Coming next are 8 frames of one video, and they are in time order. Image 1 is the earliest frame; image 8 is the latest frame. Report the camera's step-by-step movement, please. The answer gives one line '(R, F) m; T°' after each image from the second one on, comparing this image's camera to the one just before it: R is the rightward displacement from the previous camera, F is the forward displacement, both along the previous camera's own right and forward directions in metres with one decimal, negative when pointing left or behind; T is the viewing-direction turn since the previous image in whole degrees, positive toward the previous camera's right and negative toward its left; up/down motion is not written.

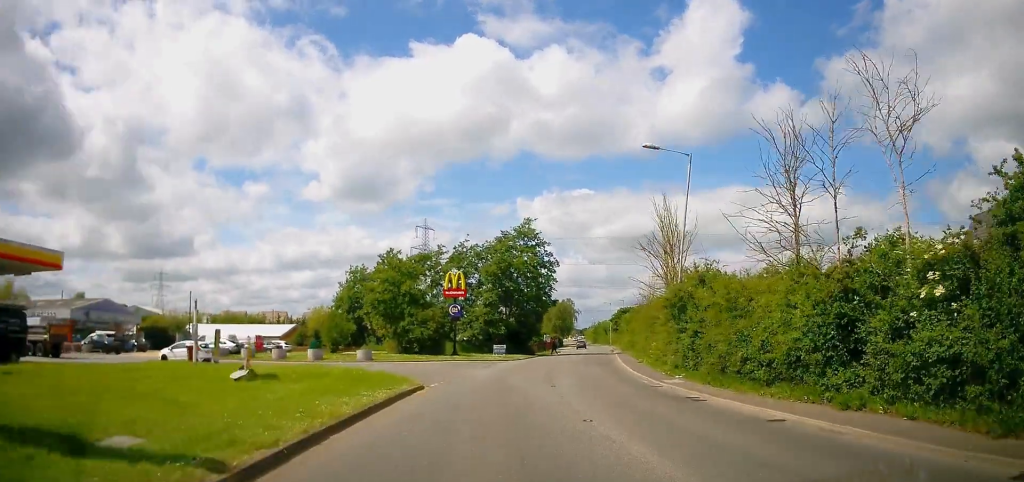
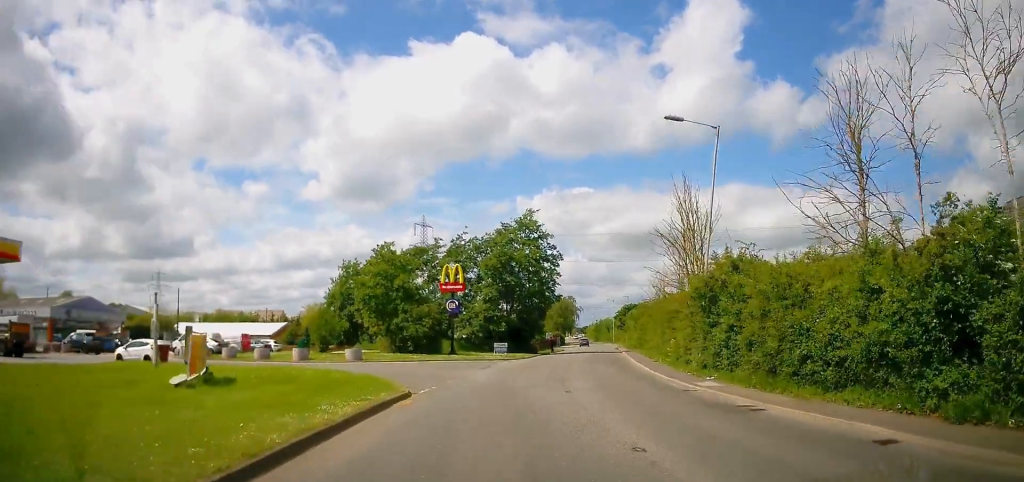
(0.0, +3.4) m; 0°
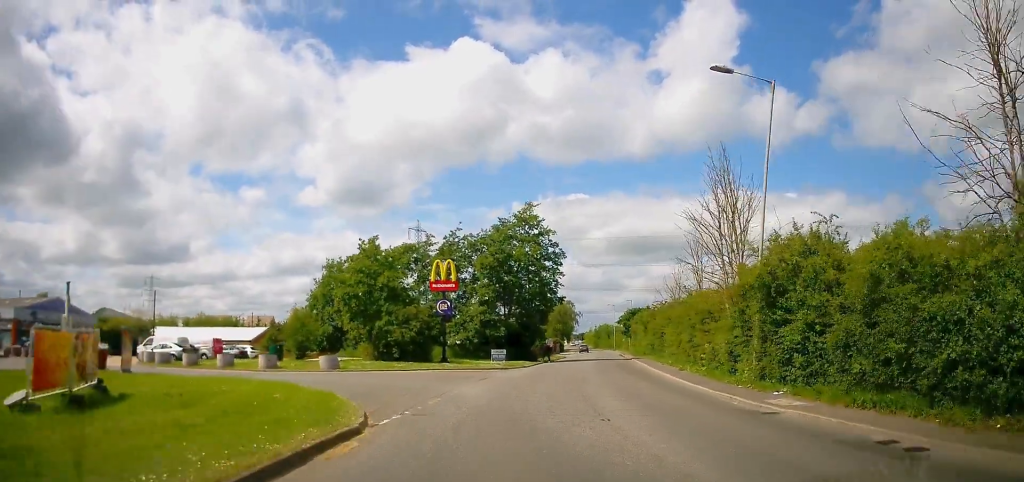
(+0.2, +5.1) m; 0°
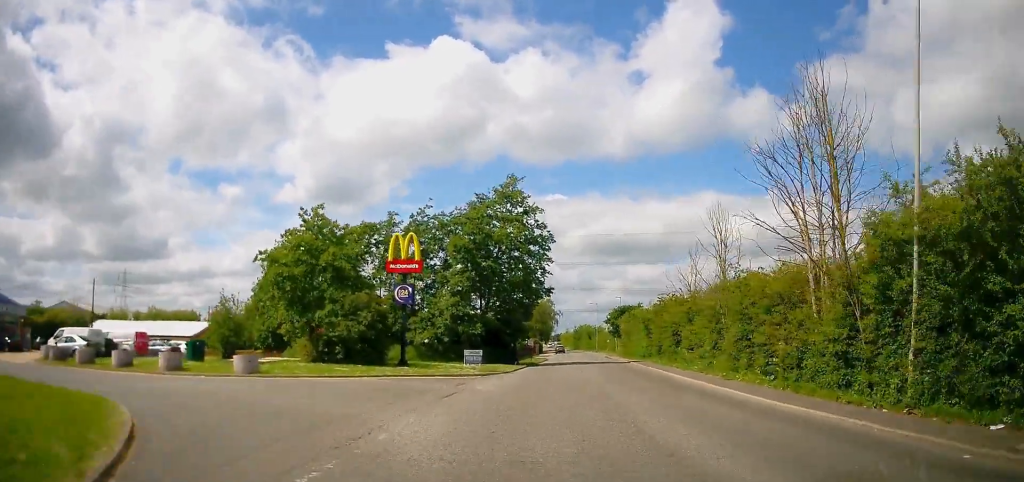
(-0.2, +8.4) m; +1°
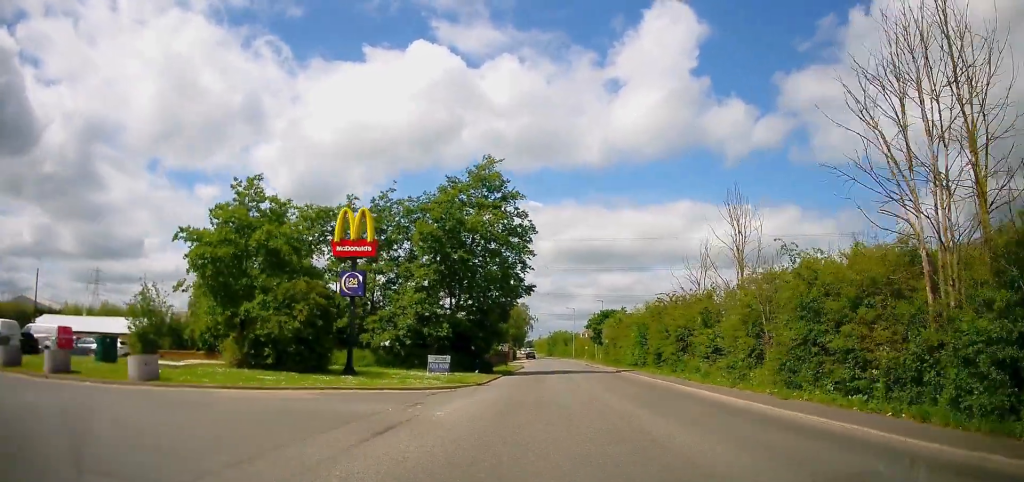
(+0.1, +6.0) m; +2°
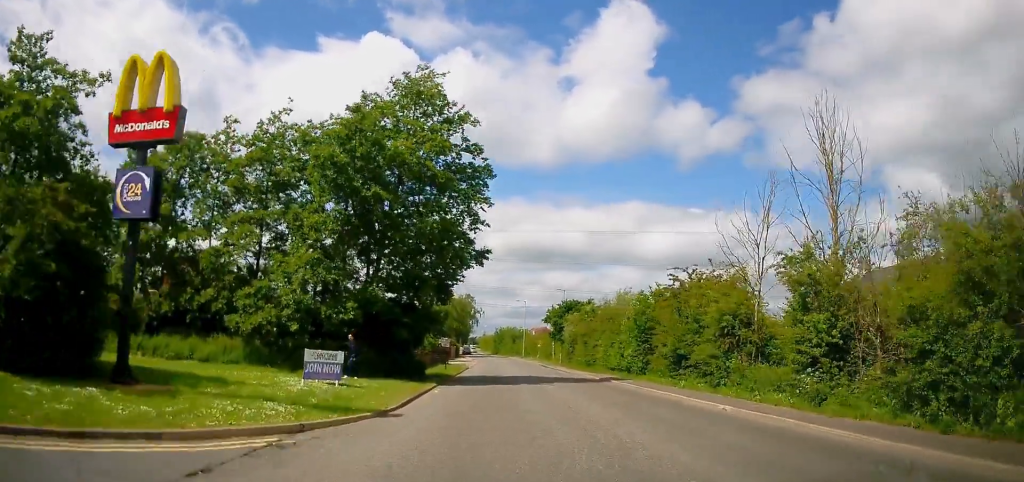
(+0.7, +12.6) m; +6°
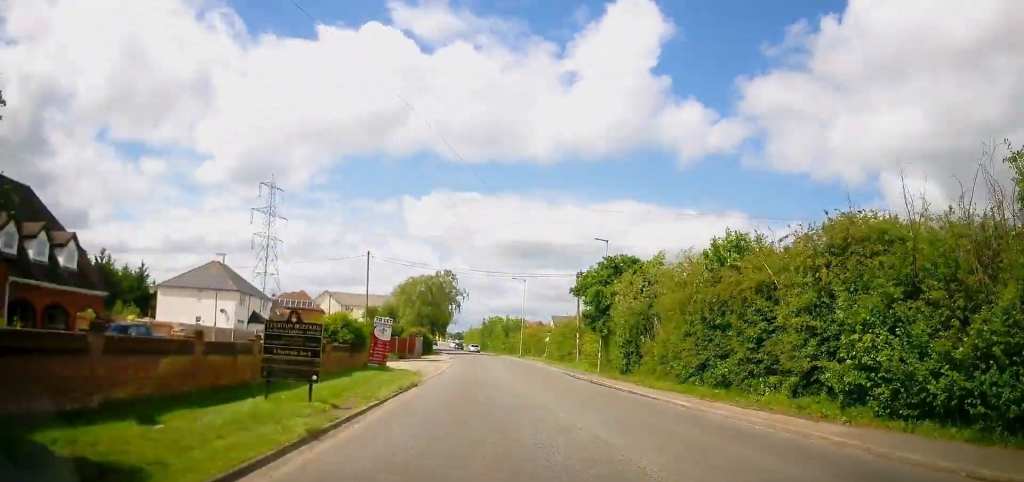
(+0.8, +28.2) m; +2°
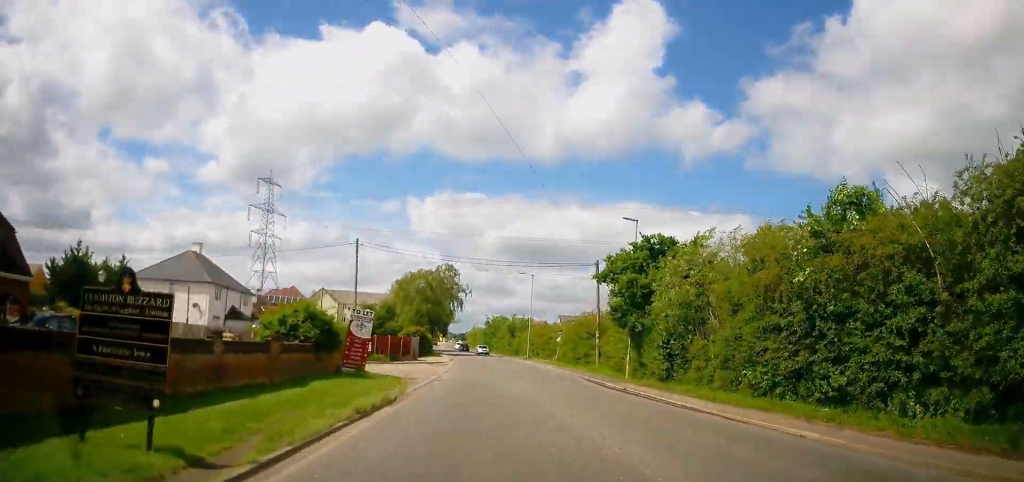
(+0.1, +6.2) m; +1°
